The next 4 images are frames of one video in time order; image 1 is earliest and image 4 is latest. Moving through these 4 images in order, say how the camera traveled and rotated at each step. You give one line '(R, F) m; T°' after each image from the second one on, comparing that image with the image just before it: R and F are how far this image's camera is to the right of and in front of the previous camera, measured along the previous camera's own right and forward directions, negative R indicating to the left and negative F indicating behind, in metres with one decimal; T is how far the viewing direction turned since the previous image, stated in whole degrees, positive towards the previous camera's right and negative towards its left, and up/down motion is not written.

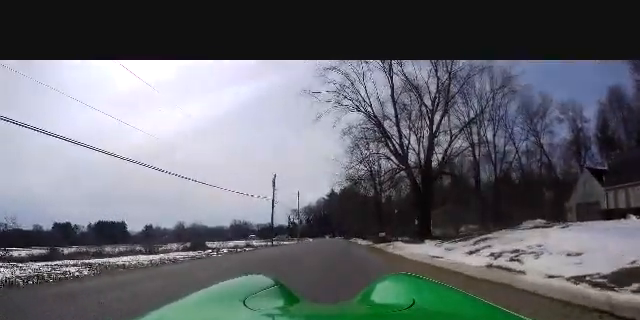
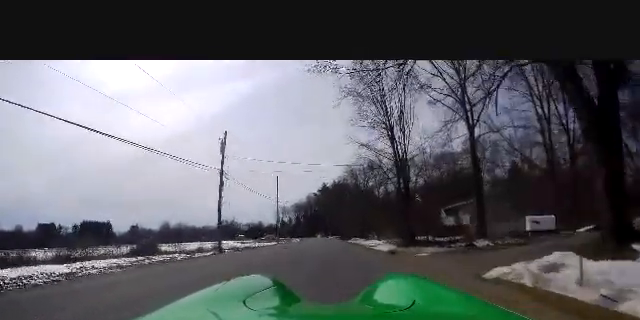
(+0.5, +20.7) m; +1°
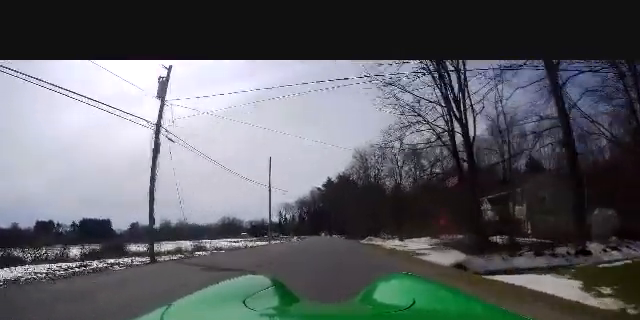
(0.0, +12.4) m; 0°
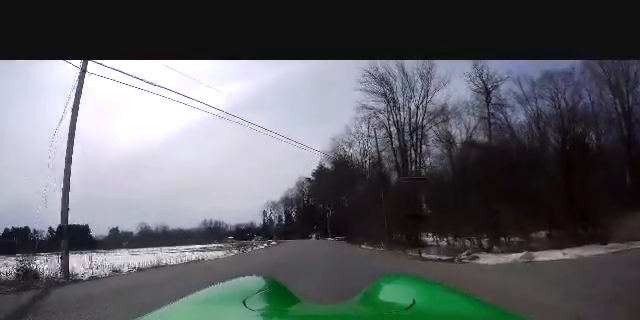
(-1.7, +37.1) m; -2°
